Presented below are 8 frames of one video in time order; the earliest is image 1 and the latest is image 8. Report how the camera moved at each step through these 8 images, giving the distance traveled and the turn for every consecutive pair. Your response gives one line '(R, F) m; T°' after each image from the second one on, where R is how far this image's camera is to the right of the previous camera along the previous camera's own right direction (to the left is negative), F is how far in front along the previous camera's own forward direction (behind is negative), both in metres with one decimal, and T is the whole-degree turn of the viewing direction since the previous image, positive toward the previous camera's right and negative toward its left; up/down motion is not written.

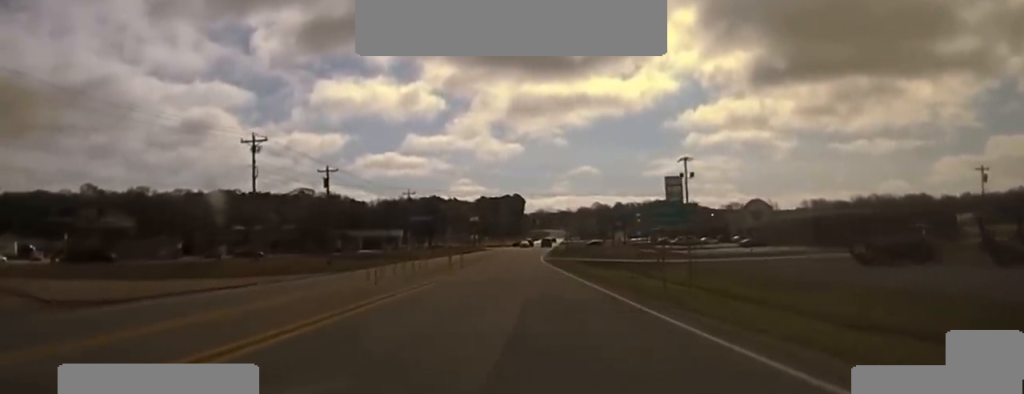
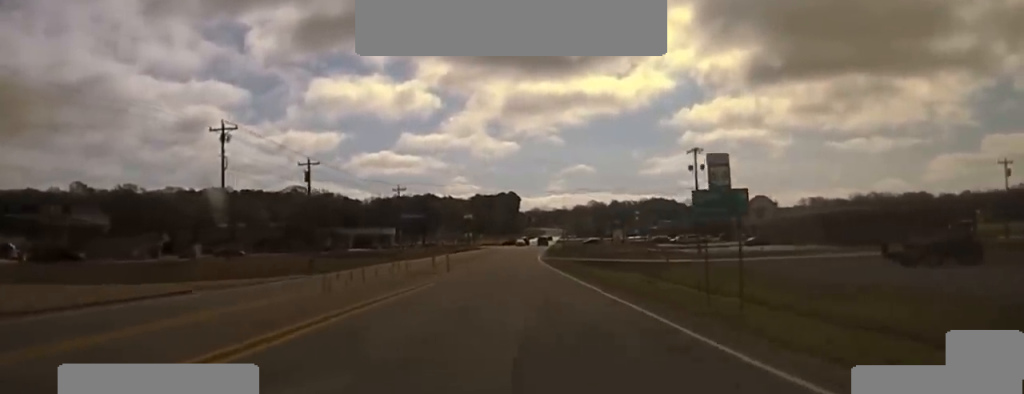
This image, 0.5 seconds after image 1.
(-0.1, +7.2) m; 0°
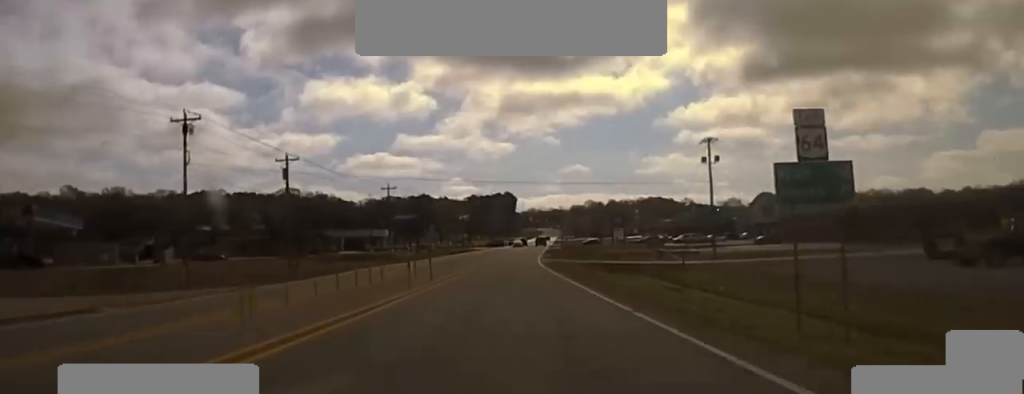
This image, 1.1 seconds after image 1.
(0.0, +7.0) m; +1°
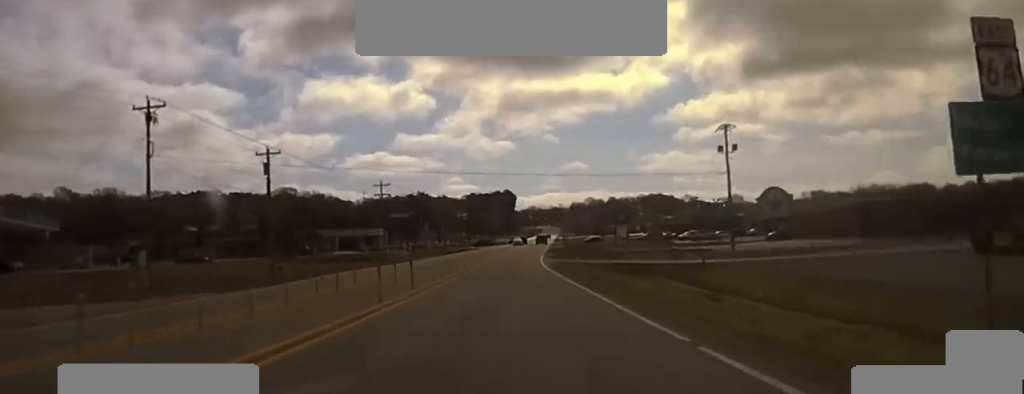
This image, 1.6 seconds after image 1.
(0.0, +5.9) m; +1°
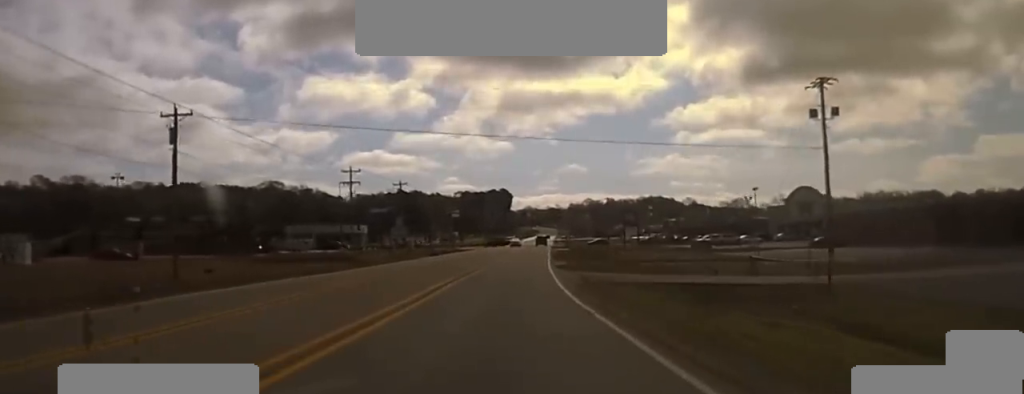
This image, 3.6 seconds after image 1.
(+0.3, +19.6) m; 0°
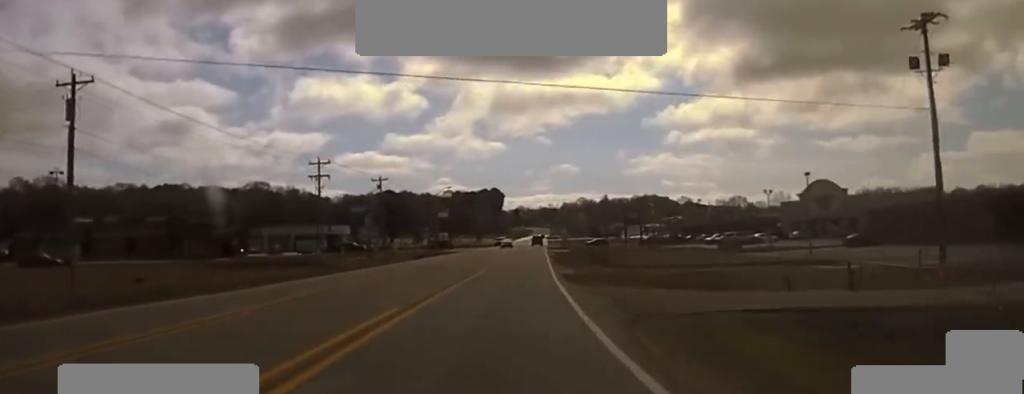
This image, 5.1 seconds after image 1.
(-0.1, +13.6) m; 0°
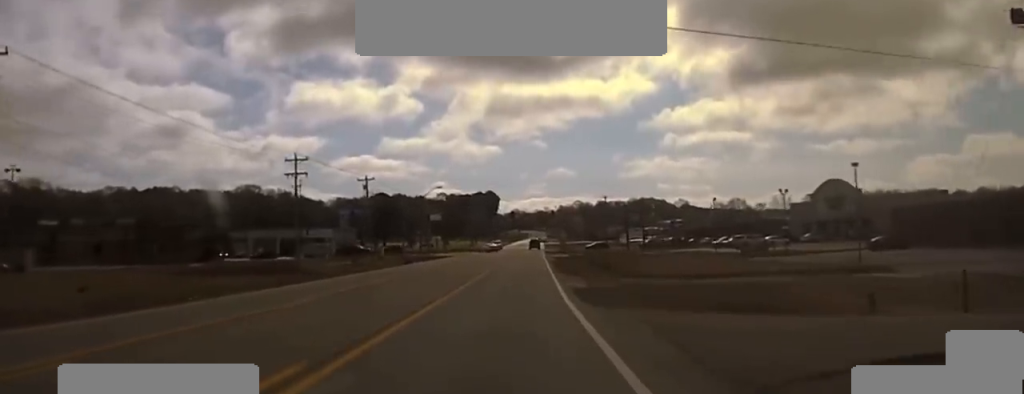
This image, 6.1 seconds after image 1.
(+0.1, +9.2) m; +1°
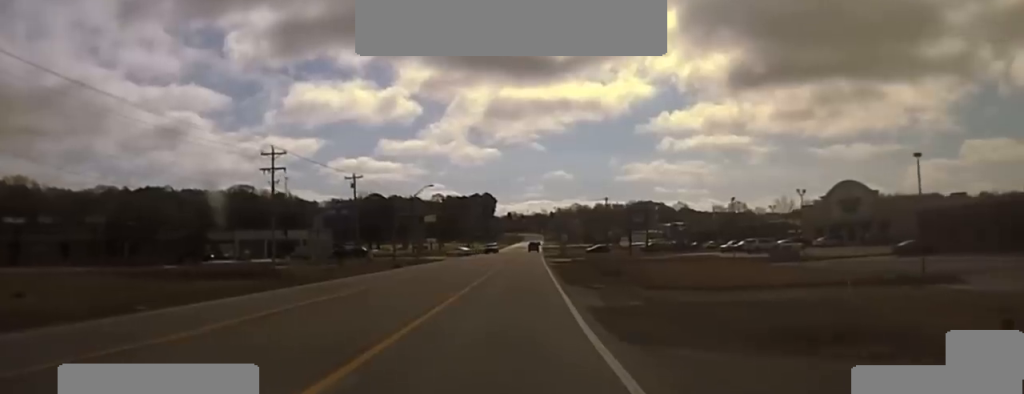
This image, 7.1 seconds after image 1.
(0.0, +8.5) m; +1°
